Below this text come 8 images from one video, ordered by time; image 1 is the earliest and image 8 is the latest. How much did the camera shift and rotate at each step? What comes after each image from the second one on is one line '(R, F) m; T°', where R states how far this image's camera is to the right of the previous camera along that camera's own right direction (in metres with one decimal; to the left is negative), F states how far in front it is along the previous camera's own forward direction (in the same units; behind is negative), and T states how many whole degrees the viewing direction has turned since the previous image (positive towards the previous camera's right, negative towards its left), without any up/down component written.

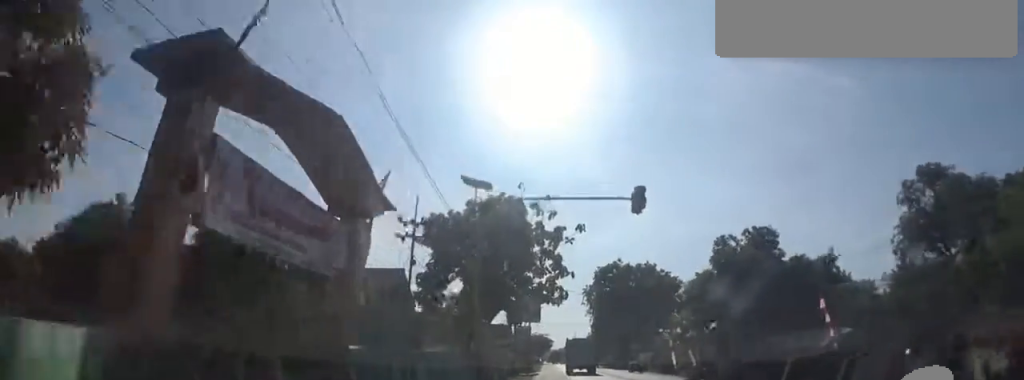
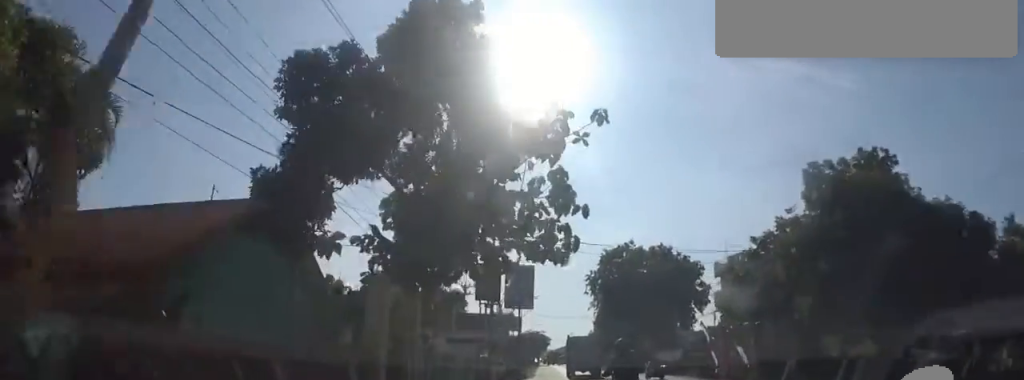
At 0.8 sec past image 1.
(+0.2, +12.6) m; +1°
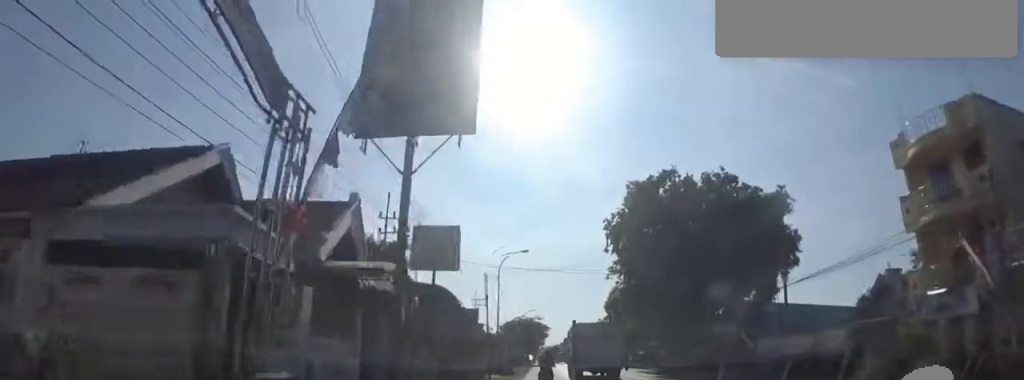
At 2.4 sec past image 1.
(0.0, +25.0) m; +2°
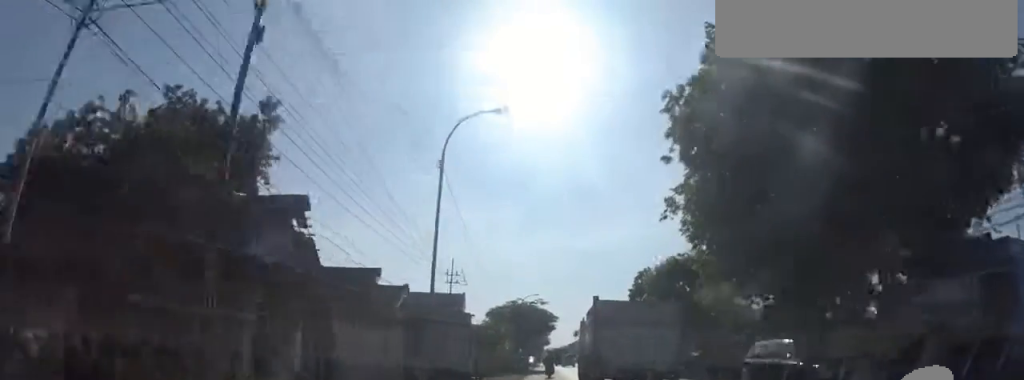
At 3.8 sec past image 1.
(-0.1, +20.1) m; -3°
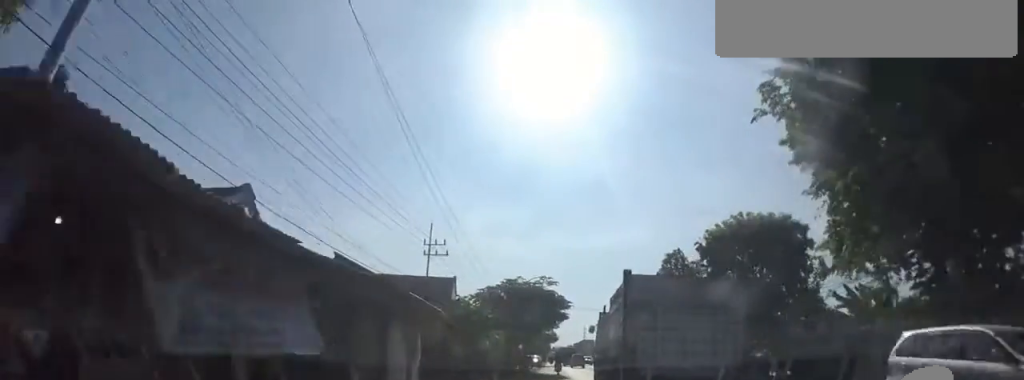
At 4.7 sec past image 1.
(-0.4, +11.2) m; -1°
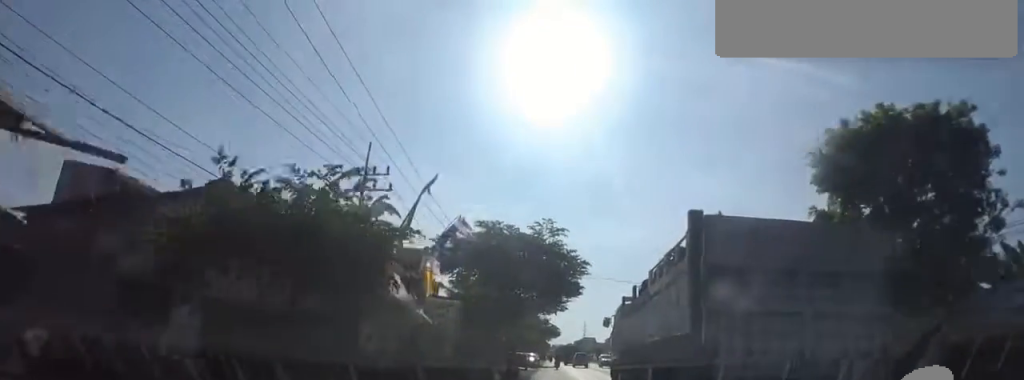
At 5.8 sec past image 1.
(+0.1, +12.7) m; 0°
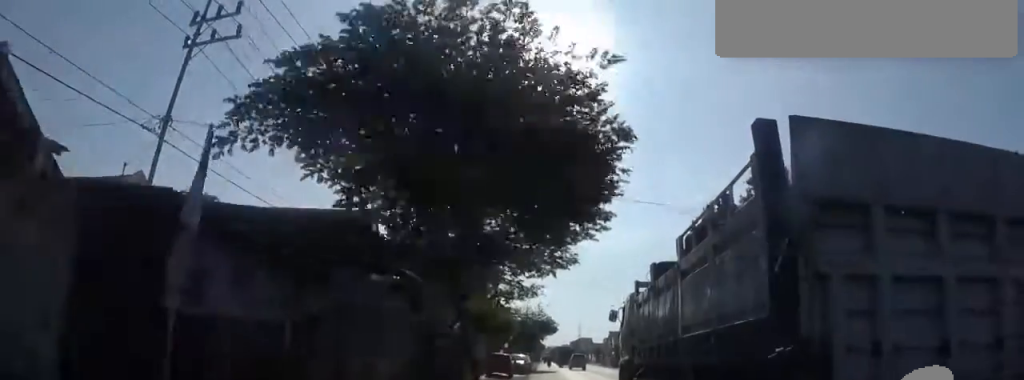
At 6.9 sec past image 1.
(0.0, +11.6) m; +1°
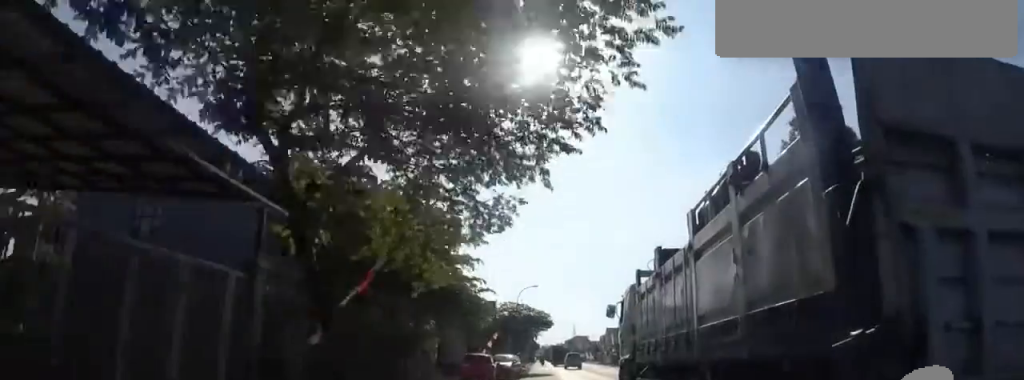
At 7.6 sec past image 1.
(+0.2, +7.4) m; +1°
